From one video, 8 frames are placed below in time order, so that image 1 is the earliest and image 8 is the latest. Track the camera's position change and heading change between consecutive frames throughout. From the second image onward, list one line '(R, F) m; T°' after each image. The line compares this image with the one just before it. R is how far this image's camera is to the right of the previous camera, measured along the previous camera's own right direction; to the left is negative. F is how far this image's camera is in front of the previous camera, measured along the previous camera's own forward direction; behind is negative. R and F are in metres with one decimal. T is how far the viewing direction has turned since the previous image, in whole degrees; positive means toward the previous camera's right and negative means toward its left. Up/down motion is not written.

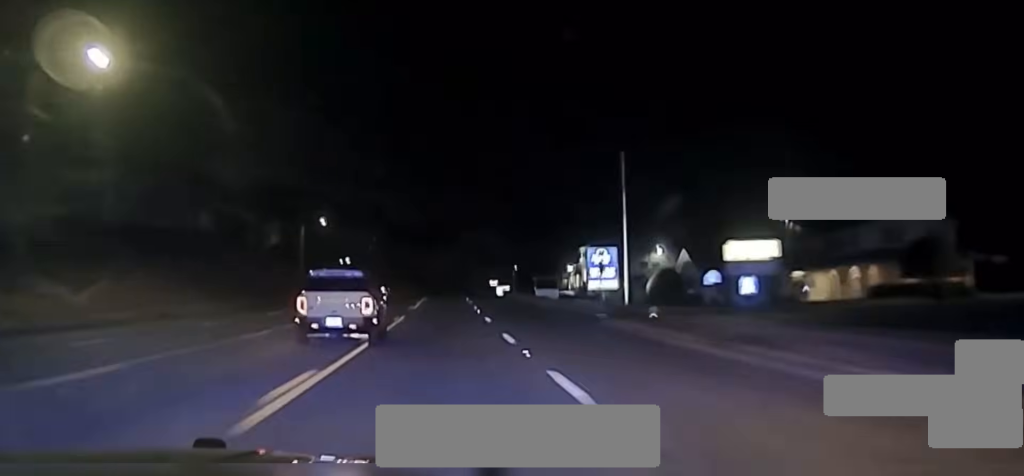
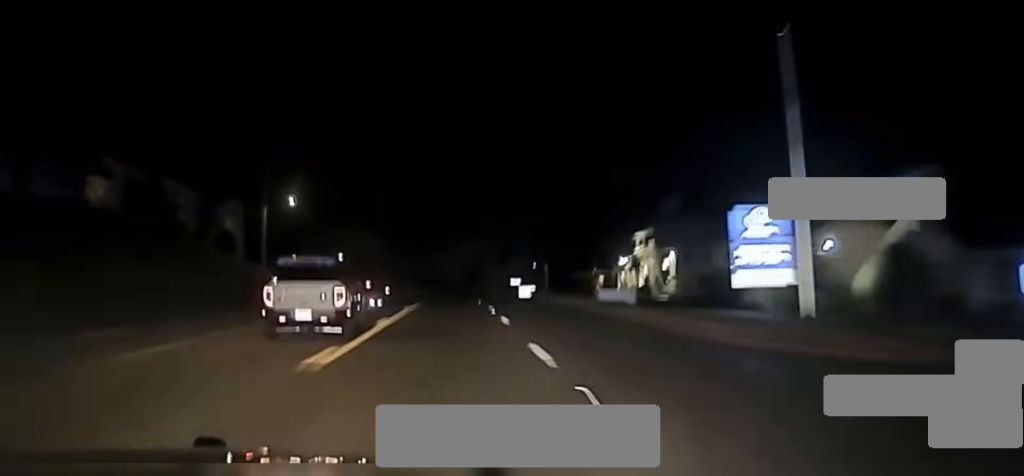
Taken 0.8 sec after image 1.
(+0.1, +36.2) m; 0°
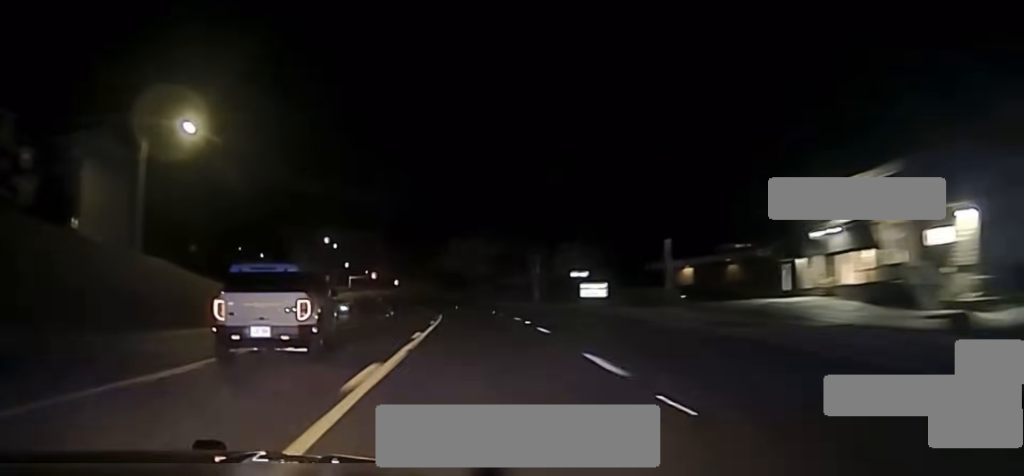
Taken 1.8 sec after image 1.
(-0.5, +49.7) m; -2°
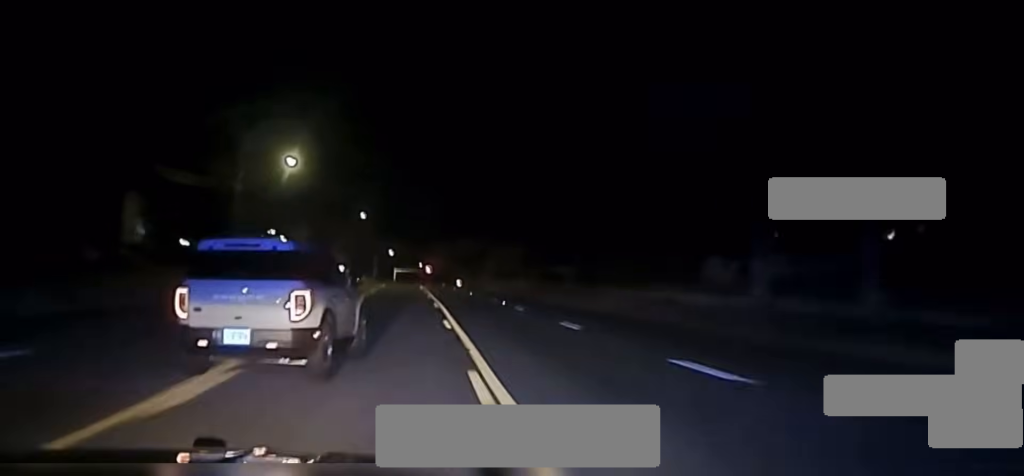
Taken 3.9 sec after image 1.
(-4.6, +97.9) m; -4°
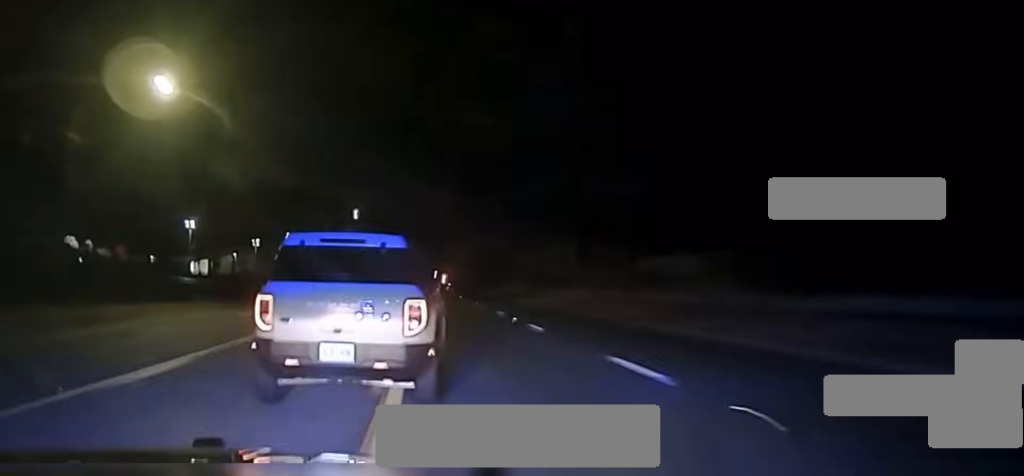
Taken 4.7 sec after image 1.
(-0.1, +34.6) m; -1°
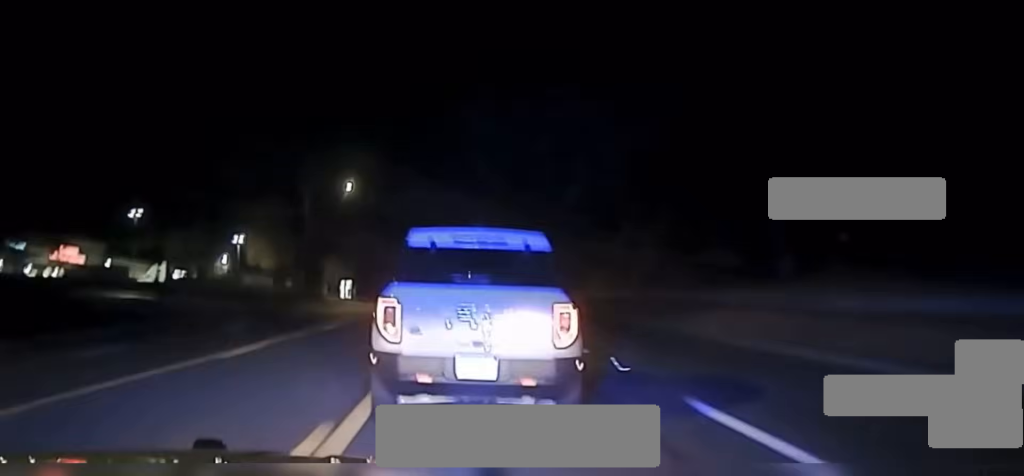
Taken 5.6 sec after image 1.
(-0.9, +43.9) m; -1°
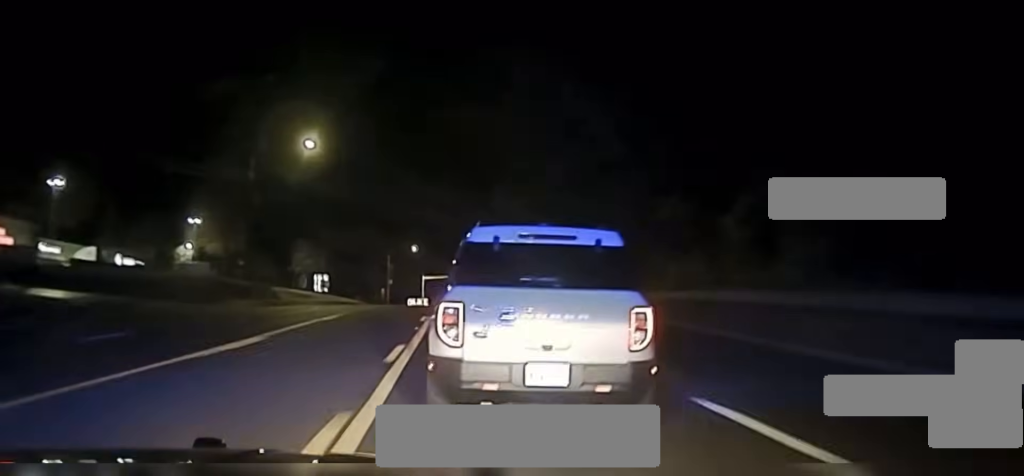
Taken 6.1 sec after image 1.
(0.0, +23.5) m; 0°
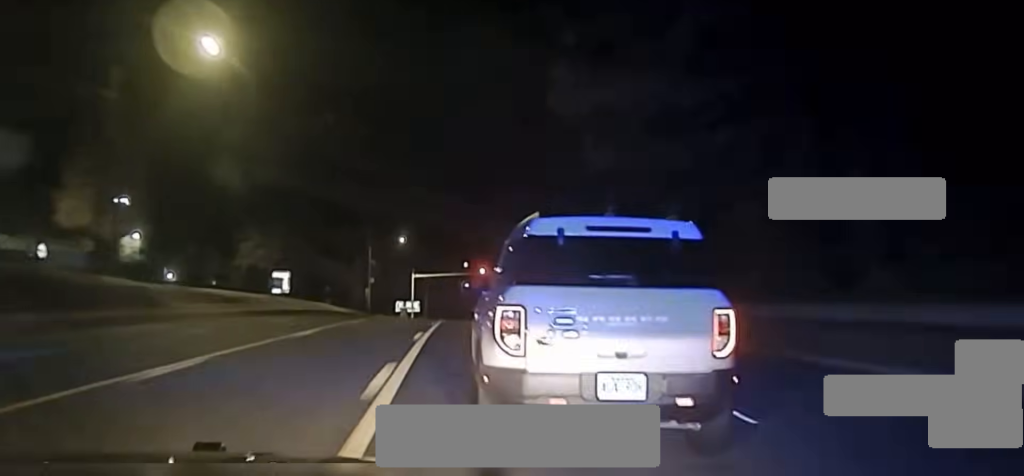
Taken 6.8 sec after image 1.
(0.0, +28.2) m; 0°
